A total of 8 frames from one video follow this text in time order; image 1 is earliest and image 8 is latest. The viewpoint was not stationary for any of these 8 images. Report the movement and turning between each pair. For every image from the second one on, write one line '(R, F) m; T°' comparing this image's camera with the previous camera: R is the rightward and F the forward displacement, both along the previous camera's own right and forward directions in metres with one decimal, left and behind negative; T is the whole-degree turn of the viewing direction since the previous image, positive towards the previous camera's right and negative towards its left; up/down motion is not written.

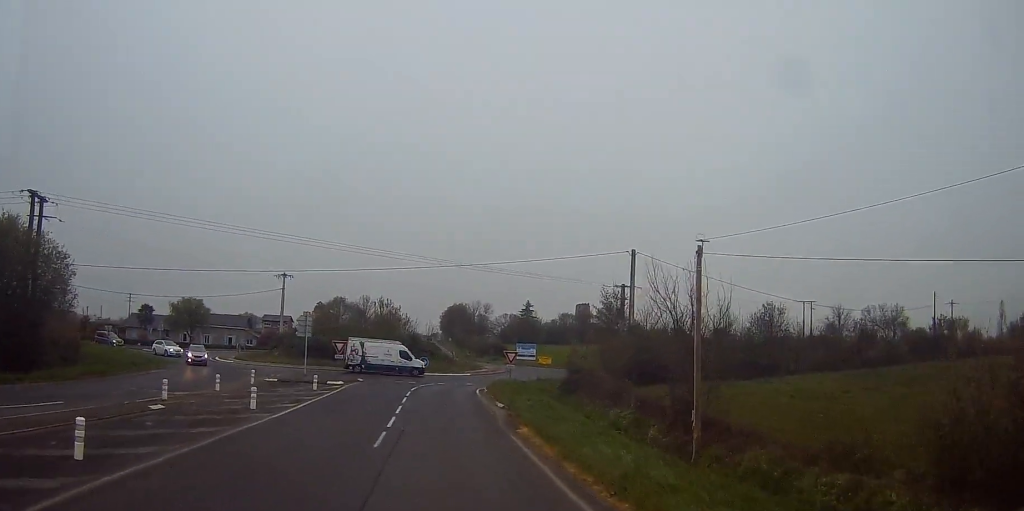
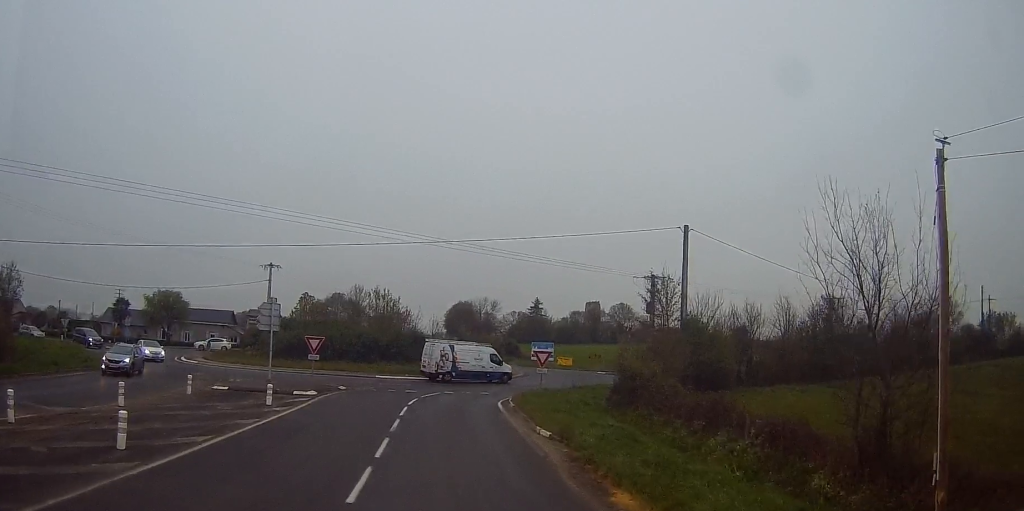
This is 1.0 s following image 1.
(+0.5, +10.9) m; +3°
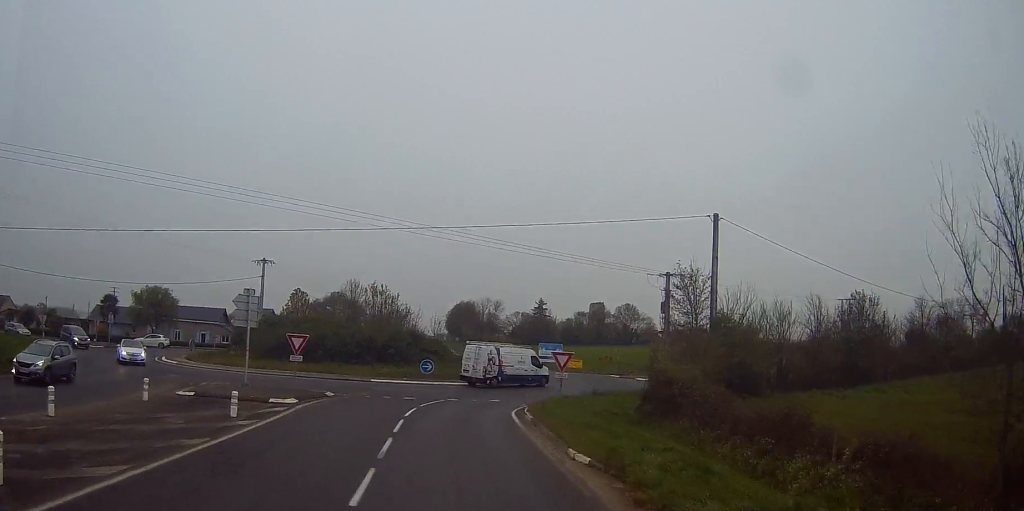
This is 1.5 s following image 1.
(0.0, +4.6) m; 0°
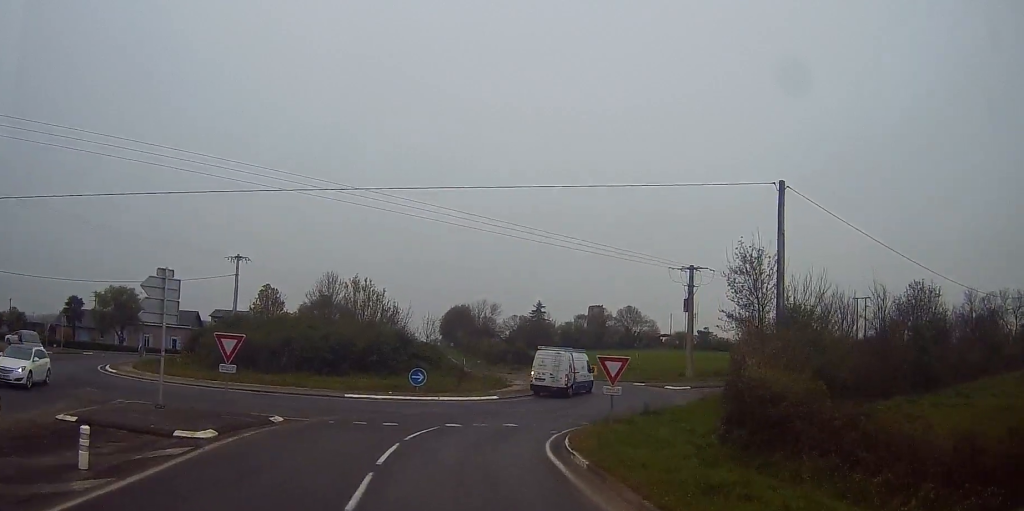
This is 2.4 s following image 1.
(0.0, +9.2) m; -1°
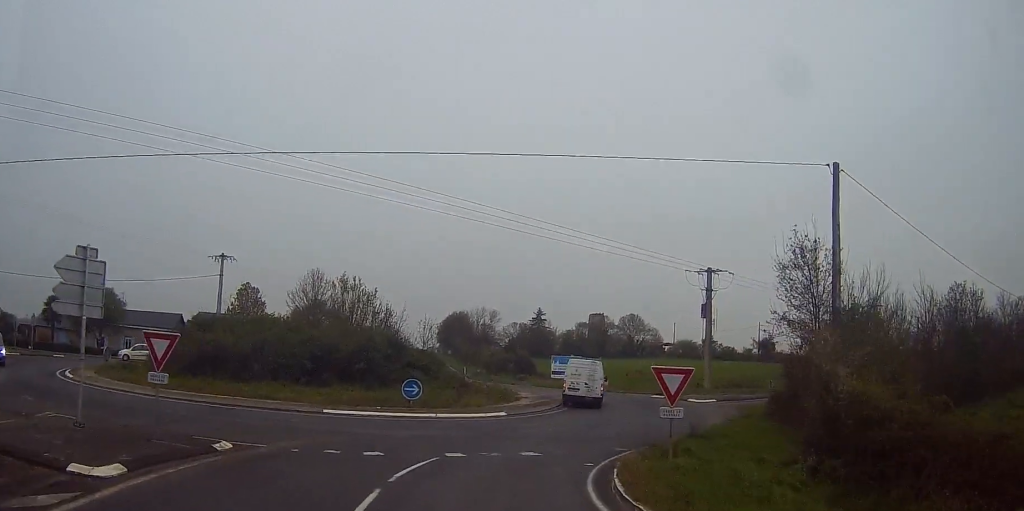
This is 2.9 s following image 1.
(+0.1, +5.2) m; -1°
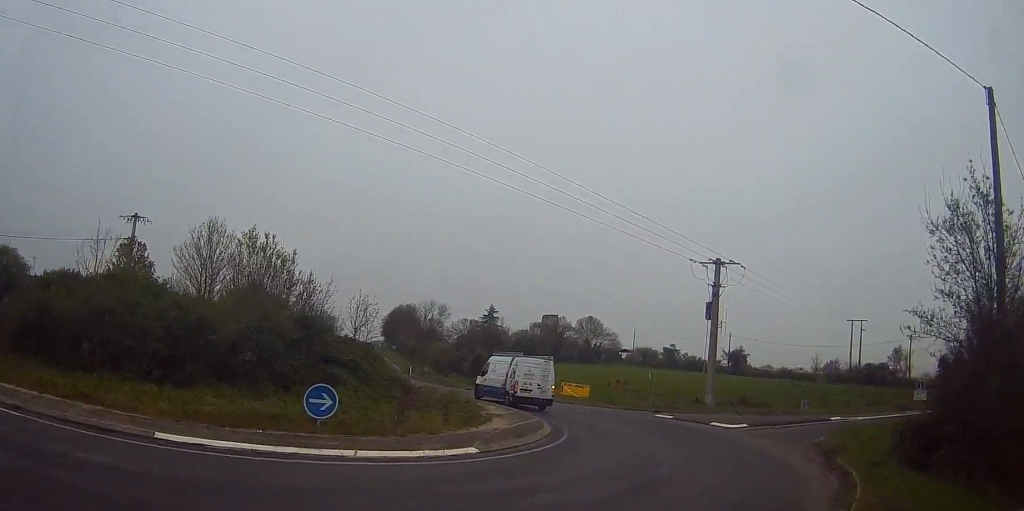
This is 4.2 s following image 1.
(+0.1, +12.0) m; +9°
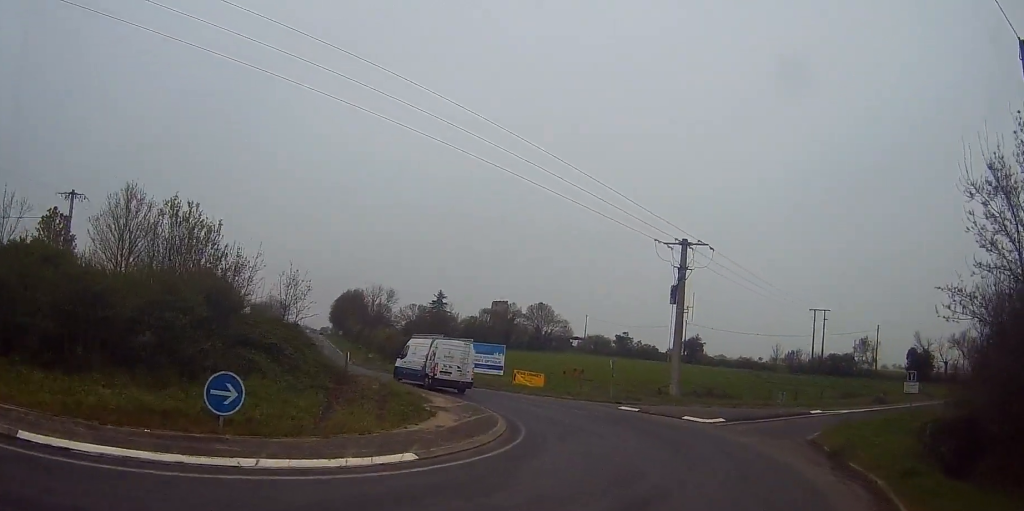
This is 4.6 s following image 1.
(+0.2, +3.6) m; +6°
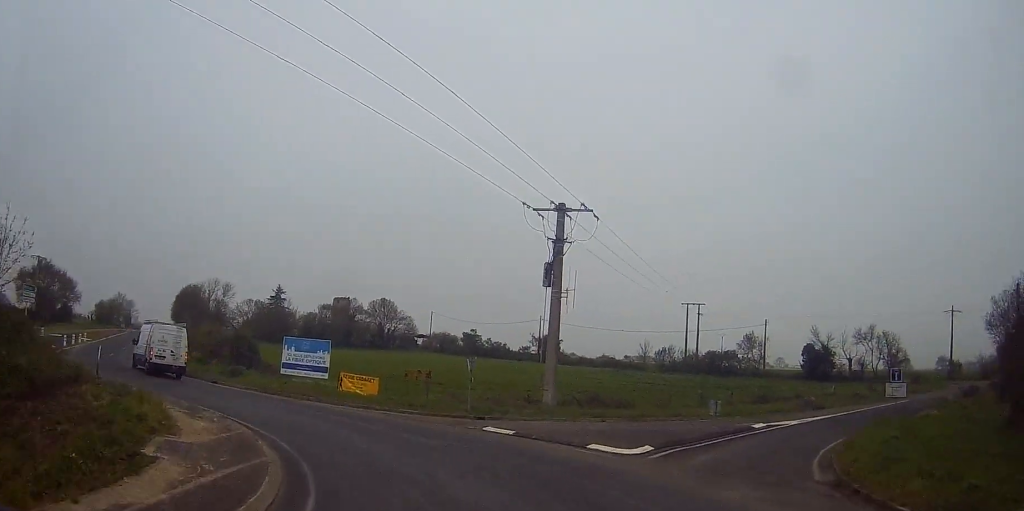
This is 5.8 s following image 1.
(+1.4, +10.7) m; +8°
